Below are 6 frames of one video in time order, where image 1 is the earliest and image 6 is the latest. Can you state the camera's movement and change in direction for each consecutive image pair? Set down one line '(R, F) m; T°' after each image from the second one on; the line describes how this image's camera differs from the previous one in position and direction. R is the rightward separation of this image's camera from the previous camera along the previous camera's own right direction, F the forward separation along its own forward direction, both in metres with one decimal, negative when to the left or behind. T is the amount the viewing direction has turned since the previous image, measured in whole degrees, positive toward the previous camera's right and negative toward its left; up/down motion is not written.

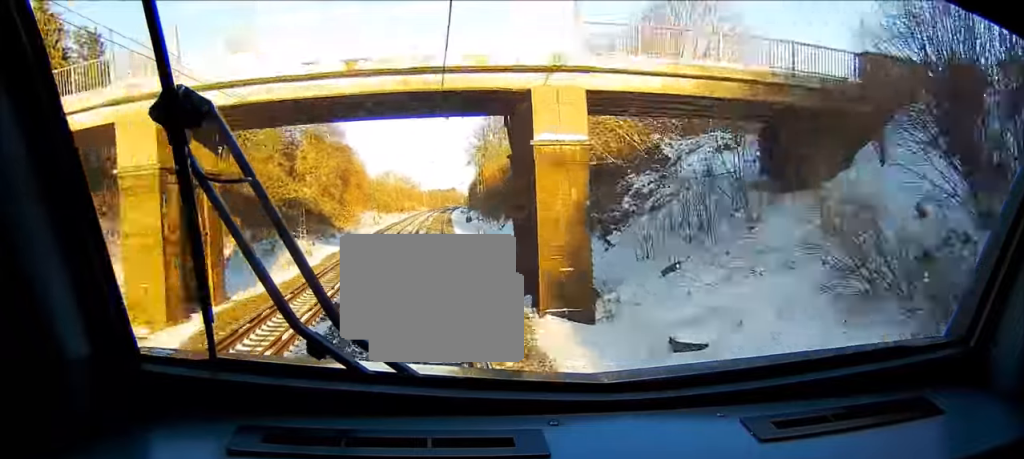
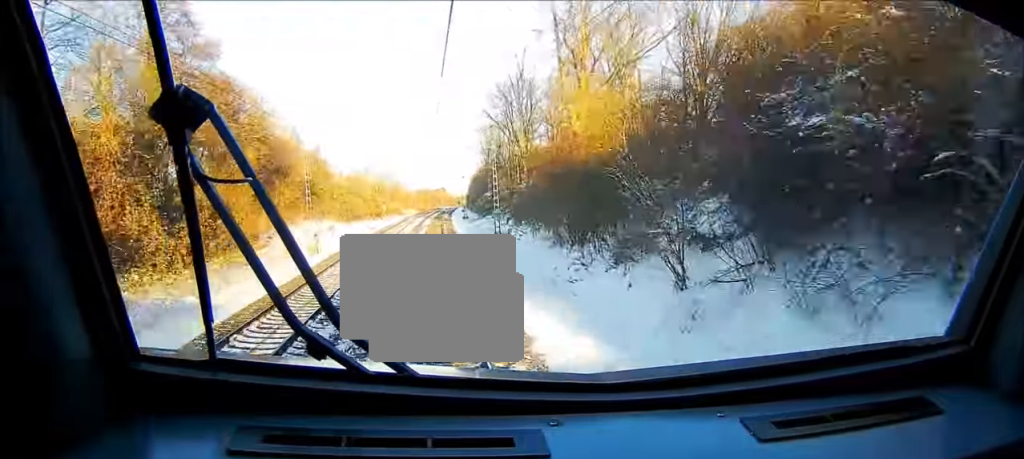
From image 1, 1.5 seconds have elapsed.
(+0.5, +49.9) m; +1°
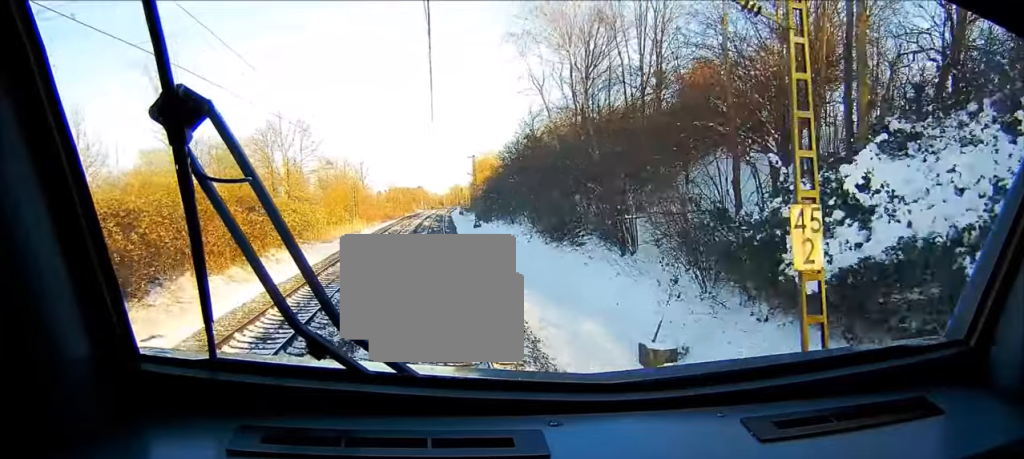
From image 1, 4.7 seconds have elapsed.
(+2.3, +105.2) m; +2°
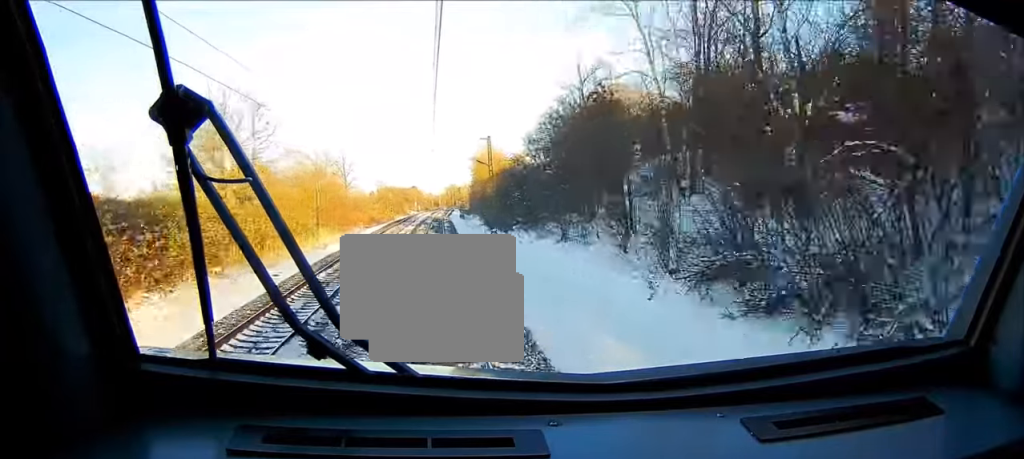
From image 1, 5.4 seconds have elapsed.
(+0.2, +23.8) m; 0°
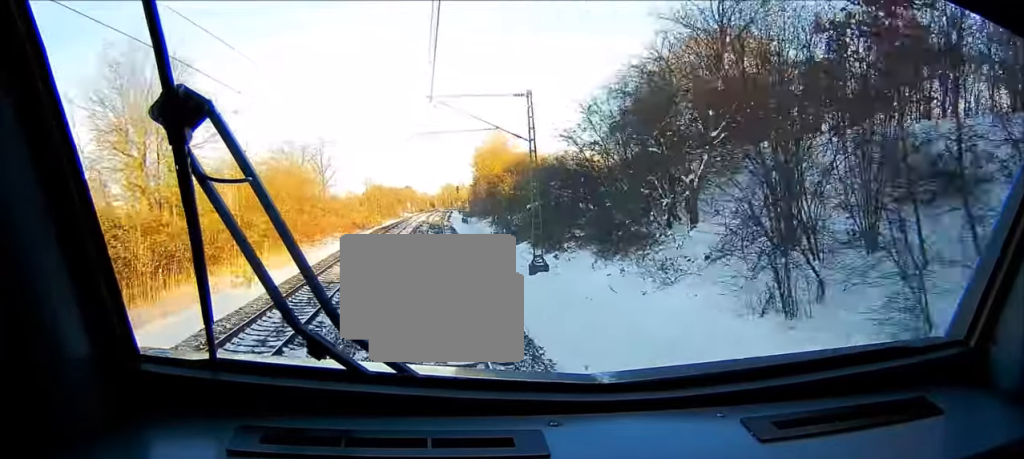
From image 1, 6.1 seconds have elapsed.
(+0.1, +21.5) m; +1°
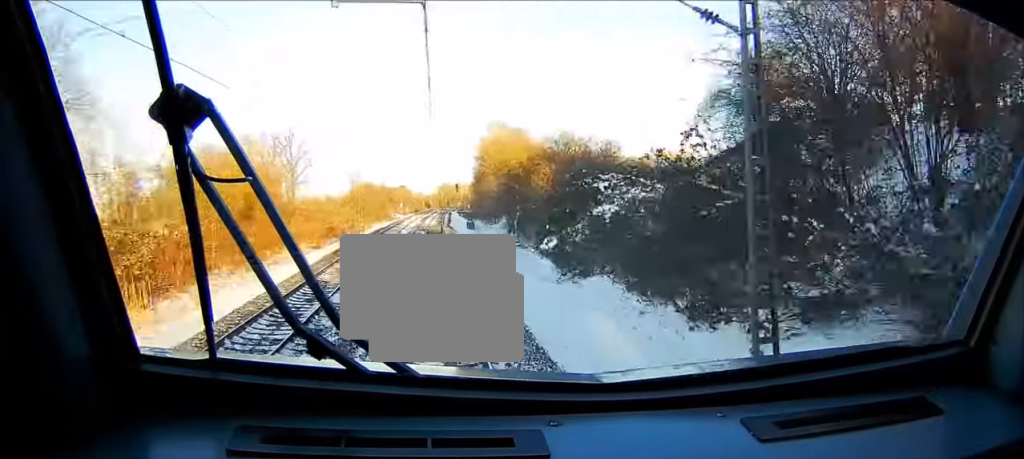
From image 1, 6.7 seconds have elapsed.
(0.0, +20.4) m; +1°
